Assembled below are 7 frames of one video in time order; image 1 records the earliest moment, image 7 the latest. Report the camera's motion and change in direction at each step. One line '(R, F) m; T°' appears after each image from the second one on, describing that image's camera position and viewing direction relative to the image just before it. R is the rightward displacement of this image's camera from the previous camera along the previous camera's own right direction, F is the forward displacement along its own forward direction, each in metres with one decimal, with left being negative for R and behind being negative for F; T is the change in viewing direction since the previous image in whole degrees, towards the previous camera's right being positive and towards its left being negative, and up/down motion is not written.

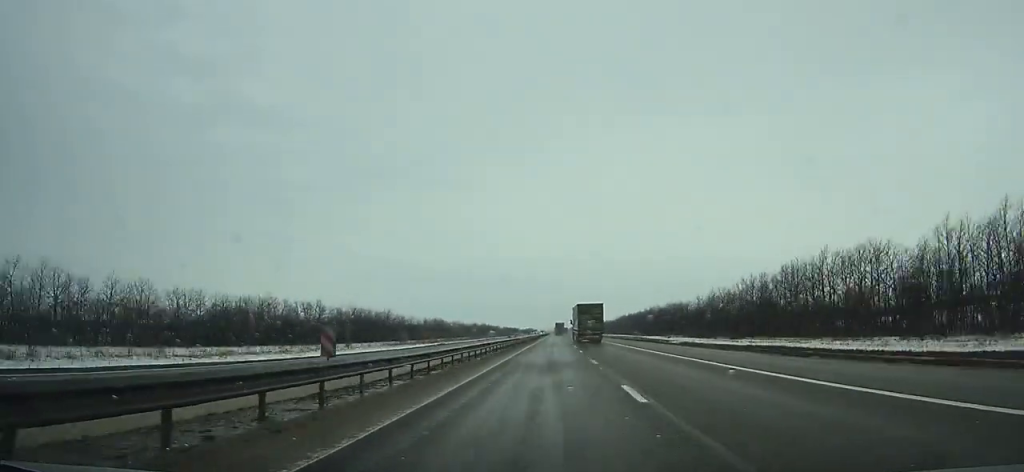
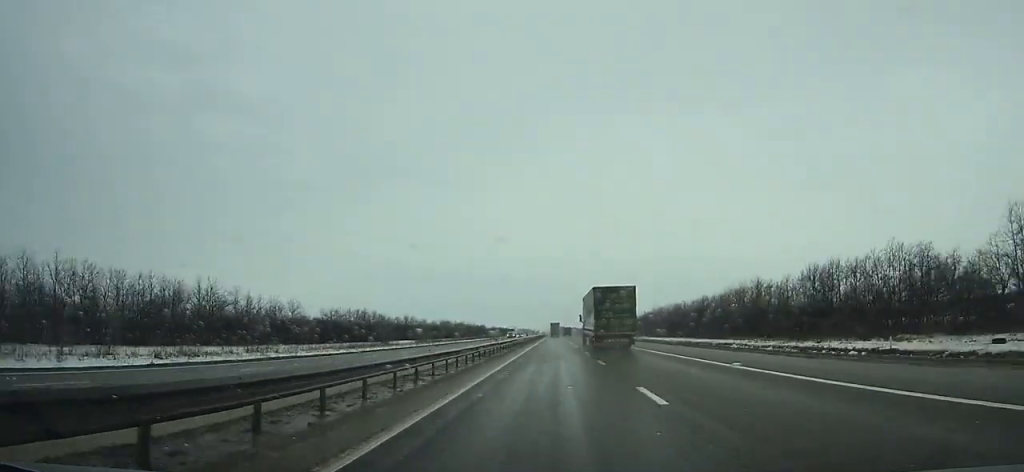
(+0.1, +122.7) m; 0°
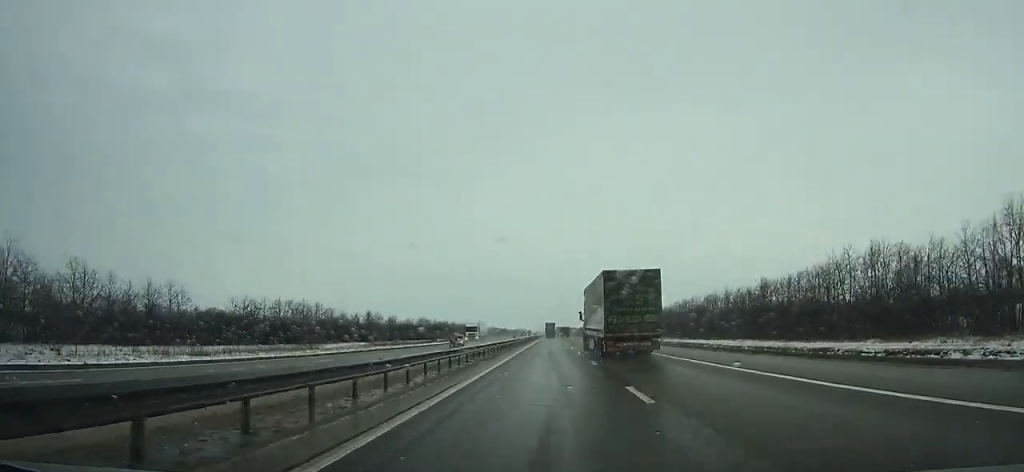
(+0.2, +48.1) m; 0°
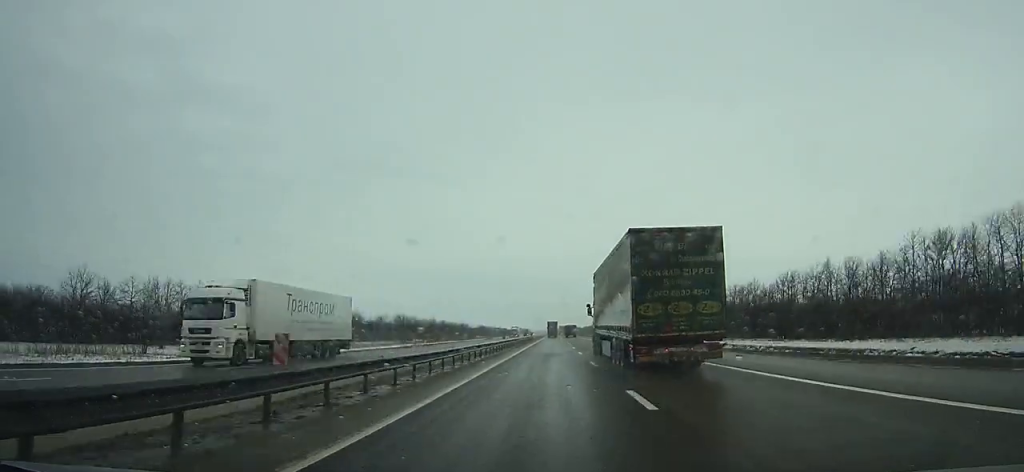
(+0.1, +48.3) m; 0°
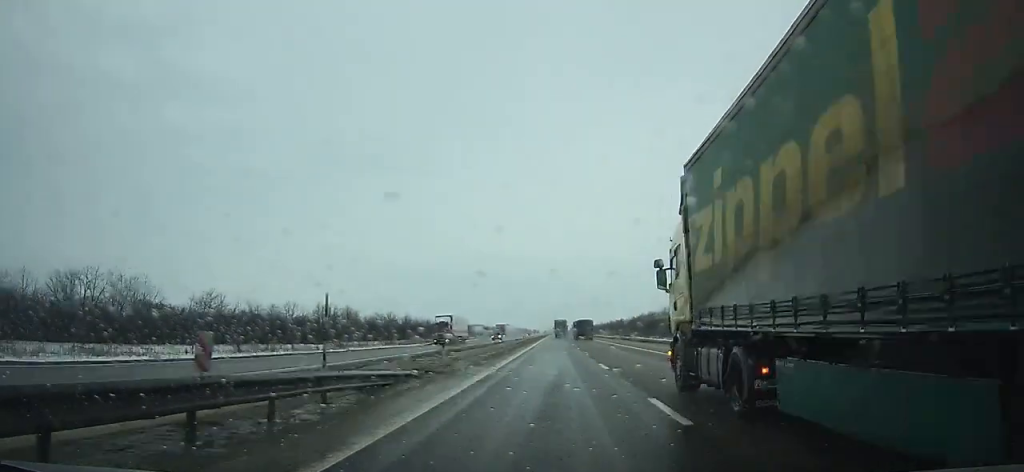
(-0.6, +85.6) m; 0°
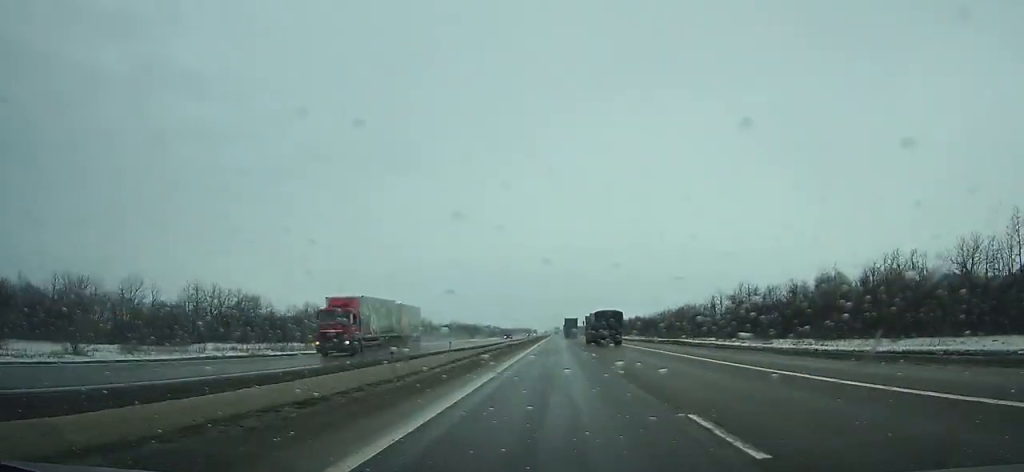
(+0.1, +62.9) m; 0°
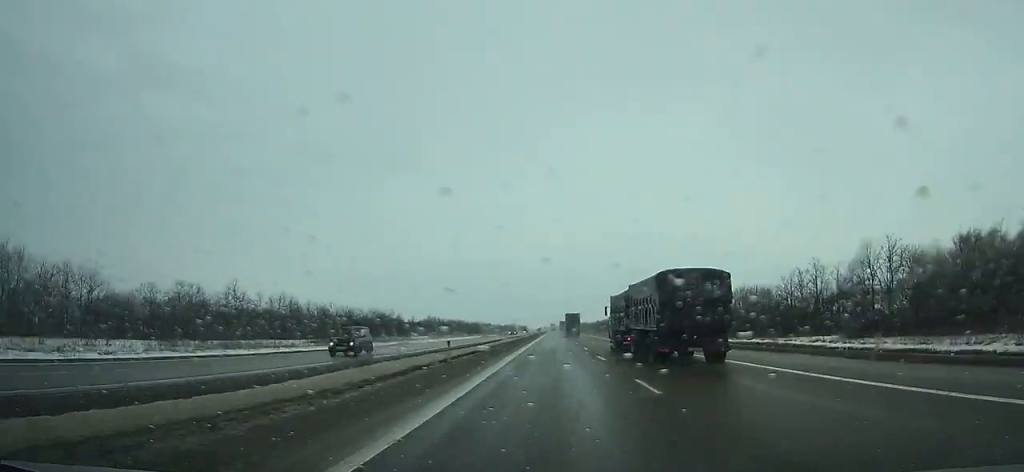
(+0.2, +54.2) m; 0°
